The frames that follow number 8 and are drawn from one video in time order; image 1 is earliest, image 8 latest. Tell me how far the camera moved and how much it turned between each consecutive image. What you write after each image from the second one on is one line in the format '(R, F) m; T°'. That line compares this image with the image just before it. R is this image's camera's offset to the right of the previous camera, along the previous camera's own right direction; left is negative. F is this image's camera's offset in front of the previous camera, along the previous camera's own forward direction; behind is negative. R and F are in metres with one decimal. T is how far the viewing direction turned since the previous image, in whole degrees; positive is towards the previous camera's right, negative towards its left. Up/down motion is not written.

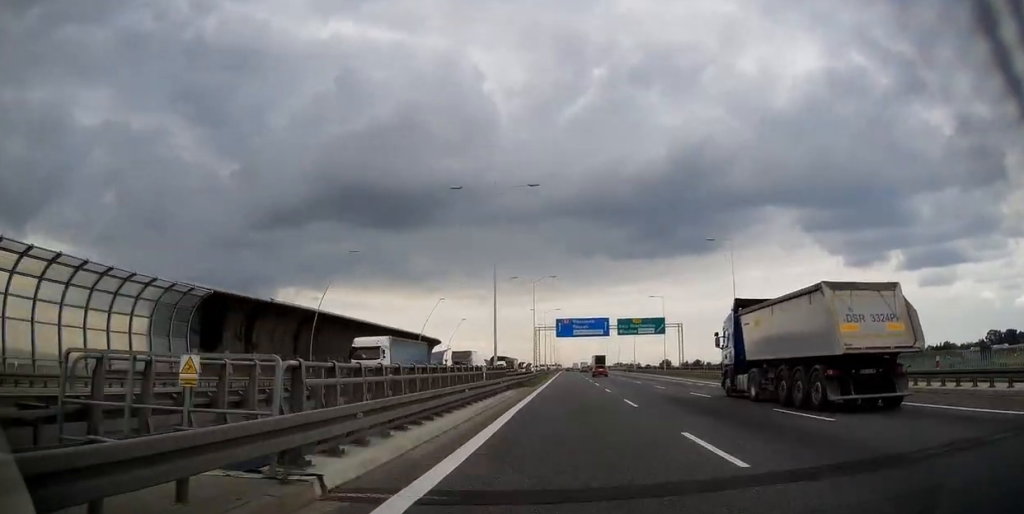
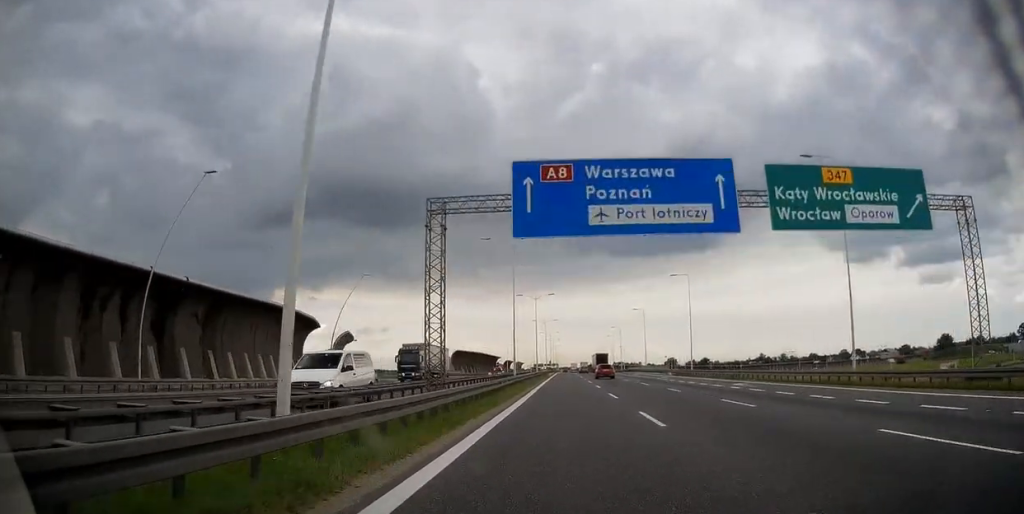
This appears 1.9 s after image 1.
(+0.1, +67.0) m; 0°
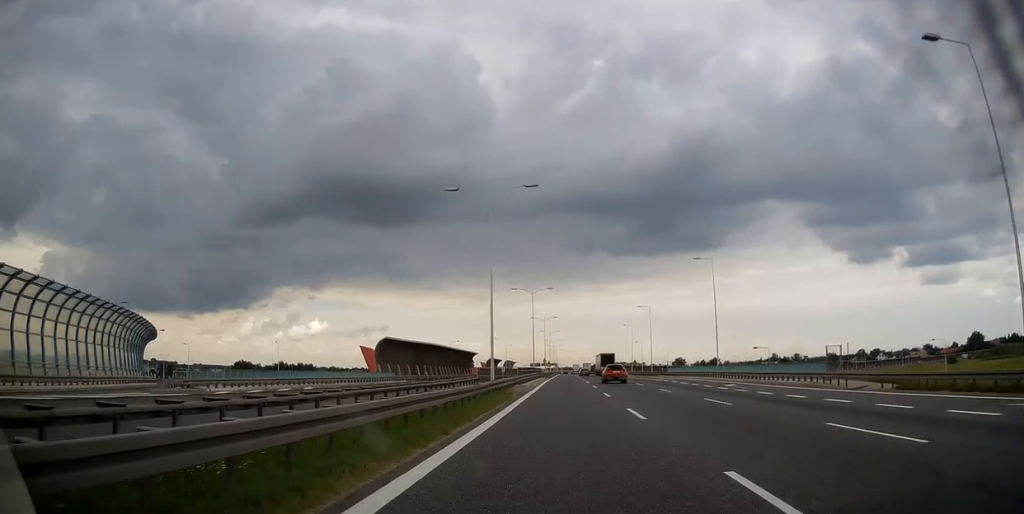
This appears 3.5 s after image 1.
(-0.1, +57.9) m; 0°
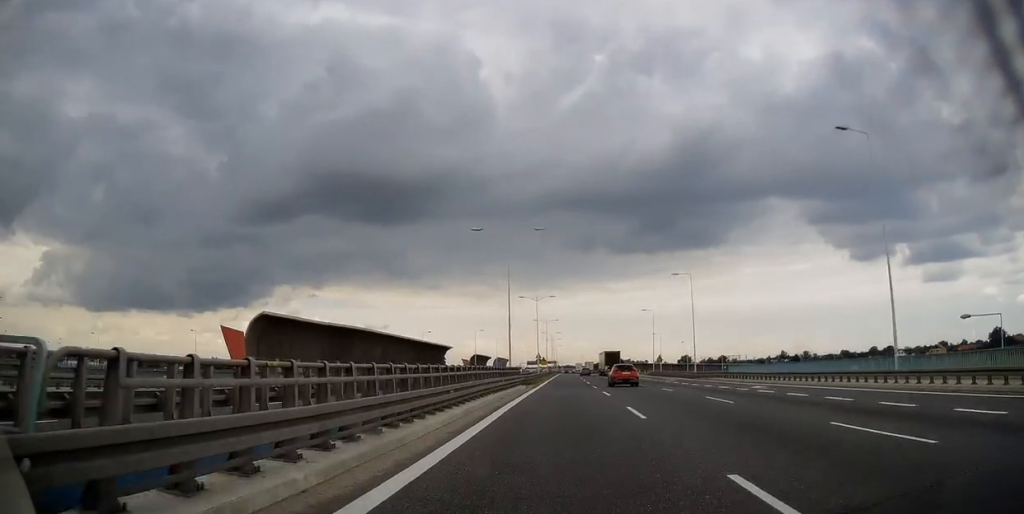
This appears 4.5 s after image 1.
(0.0, +36.2) m; 0°
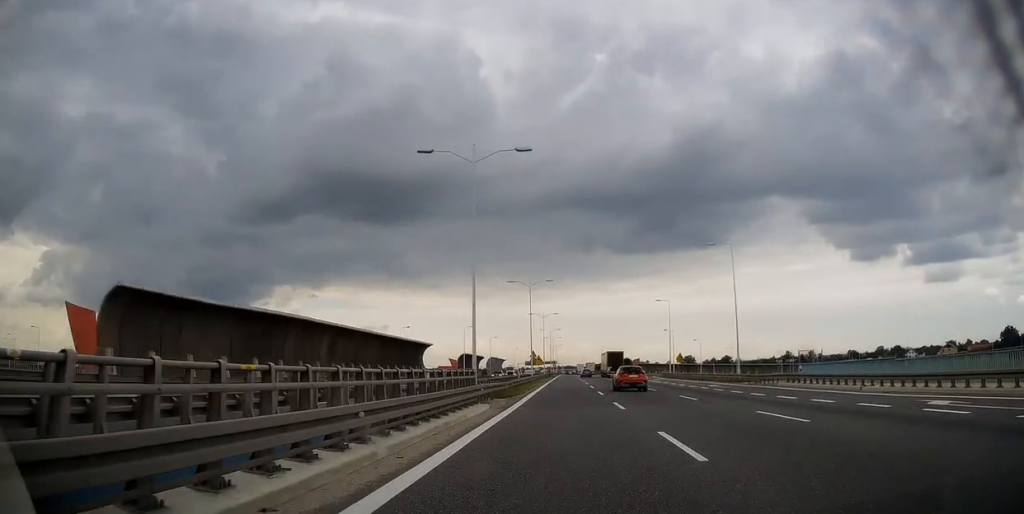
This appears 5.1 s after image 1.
(0.0, +18.6) m; 0°
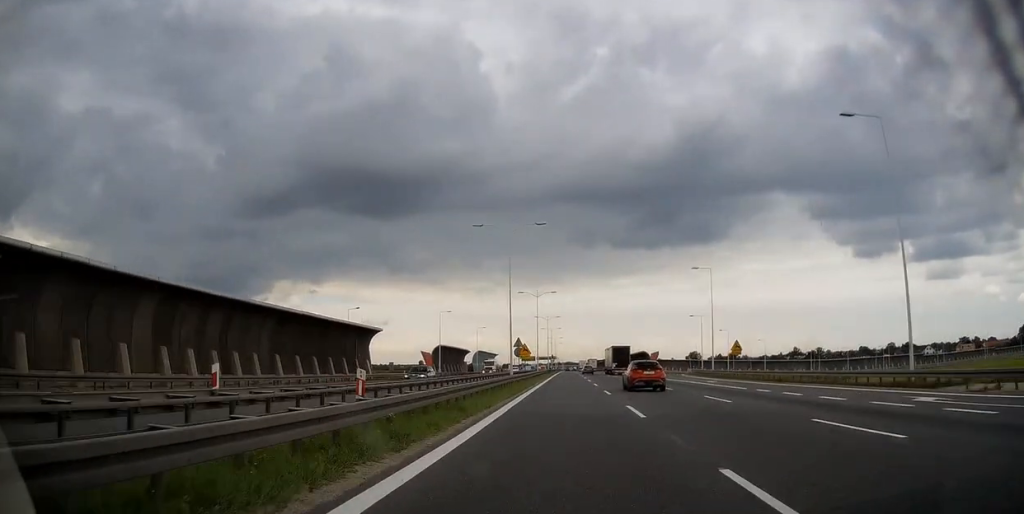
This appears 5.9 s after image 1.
(+0.1, +30.2) m; 0°
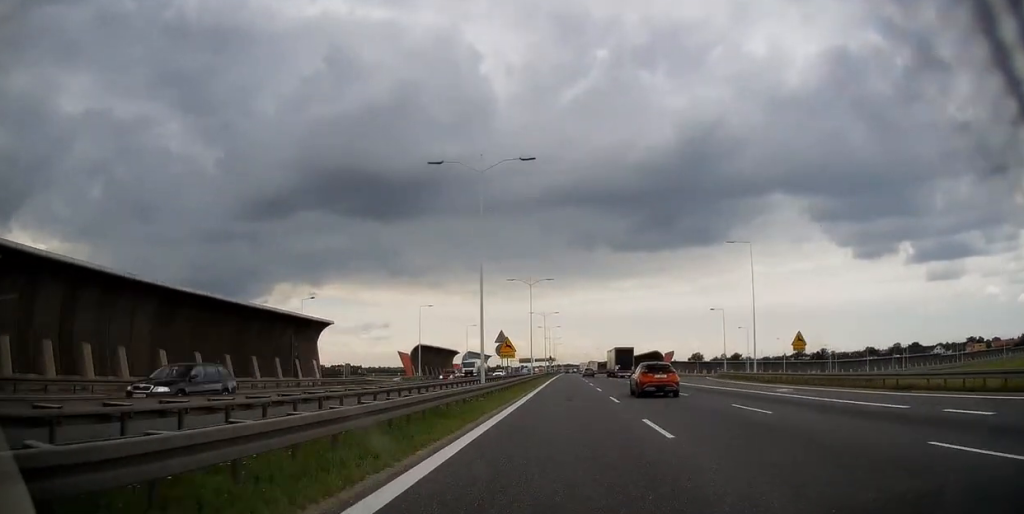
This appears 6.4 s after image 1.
(0.0, +15.1) m; 0°
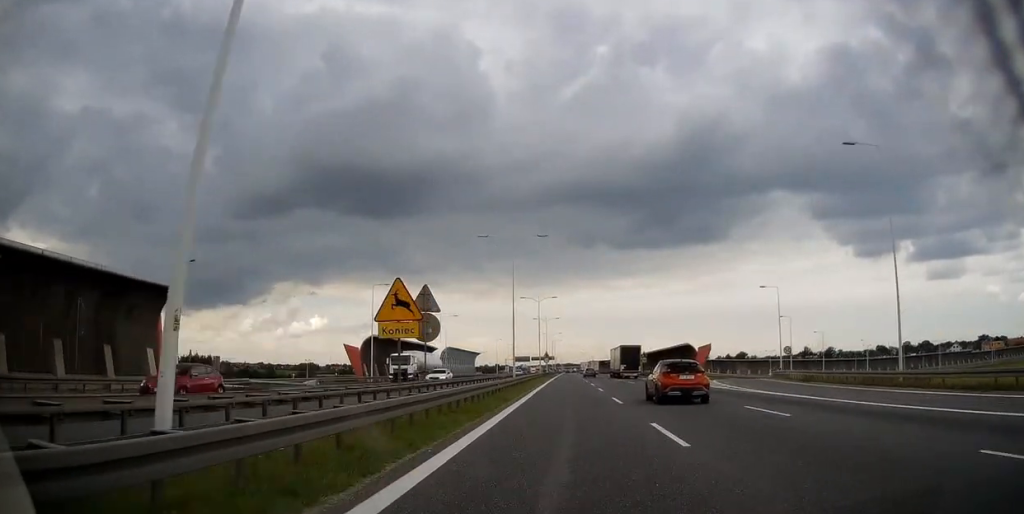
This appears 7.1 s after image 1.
(-0.1, +26.7) m; 0°
